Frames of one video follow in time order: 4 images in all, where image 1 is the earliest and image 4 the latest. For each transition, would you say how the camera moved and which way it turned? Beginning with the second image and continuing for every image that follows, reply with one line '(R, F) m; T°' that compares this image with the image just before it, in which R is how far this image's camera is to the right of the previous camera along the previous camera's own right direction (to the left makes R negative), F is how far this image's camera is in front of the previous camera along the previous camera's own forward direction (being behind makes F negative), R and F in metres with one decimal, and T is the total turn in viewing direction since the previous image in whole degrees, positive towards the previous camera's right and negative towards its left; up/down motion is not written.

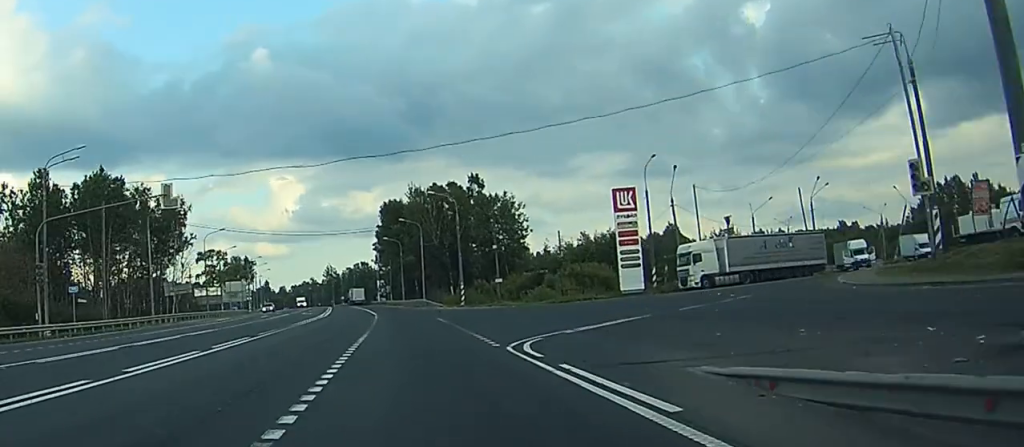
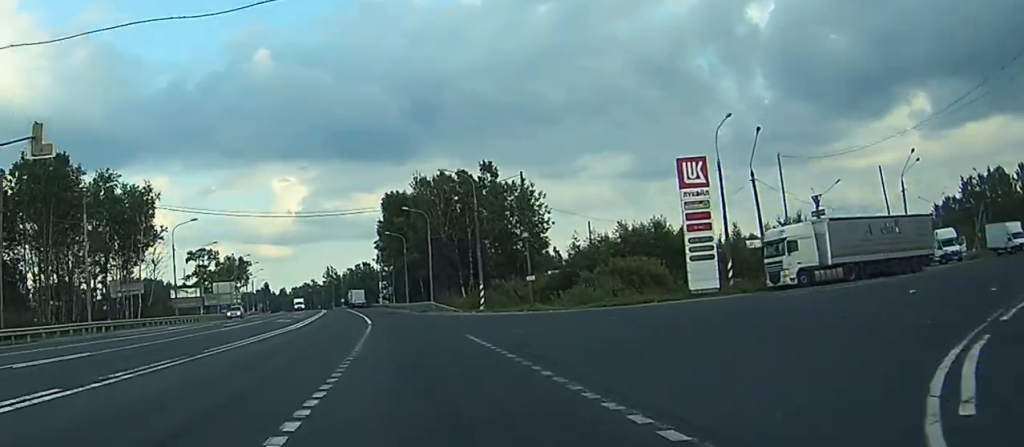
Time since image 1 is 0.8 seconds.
(-0.1, +17.4) m; -1°
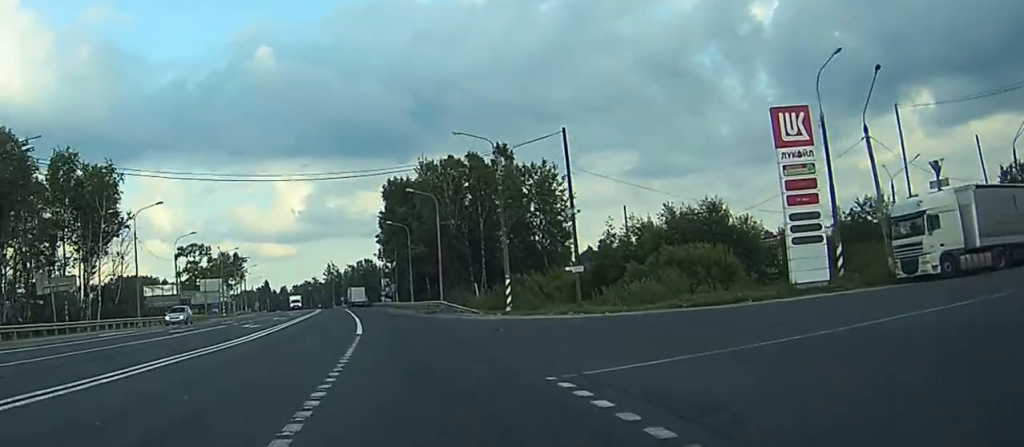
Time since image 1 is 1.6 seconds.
(-0.3, +15.3) m; -1°
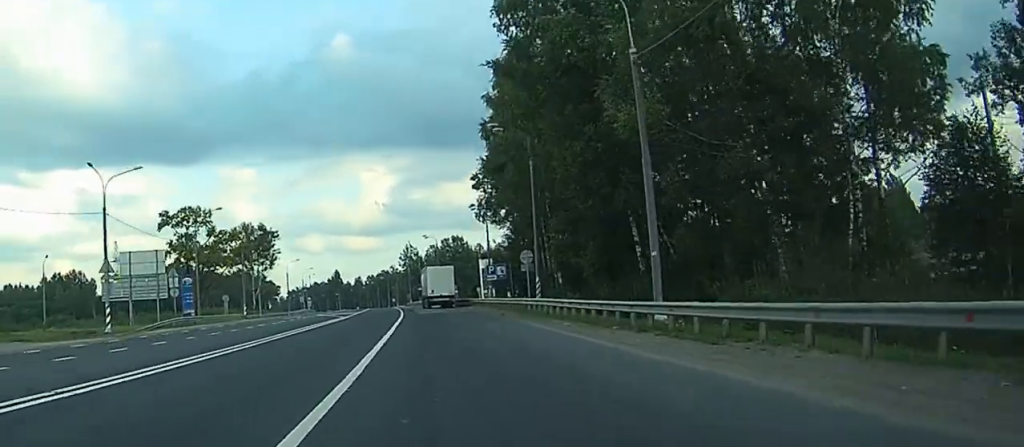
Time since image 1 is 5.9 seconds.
(-3.8, +87.6) m; -6°
